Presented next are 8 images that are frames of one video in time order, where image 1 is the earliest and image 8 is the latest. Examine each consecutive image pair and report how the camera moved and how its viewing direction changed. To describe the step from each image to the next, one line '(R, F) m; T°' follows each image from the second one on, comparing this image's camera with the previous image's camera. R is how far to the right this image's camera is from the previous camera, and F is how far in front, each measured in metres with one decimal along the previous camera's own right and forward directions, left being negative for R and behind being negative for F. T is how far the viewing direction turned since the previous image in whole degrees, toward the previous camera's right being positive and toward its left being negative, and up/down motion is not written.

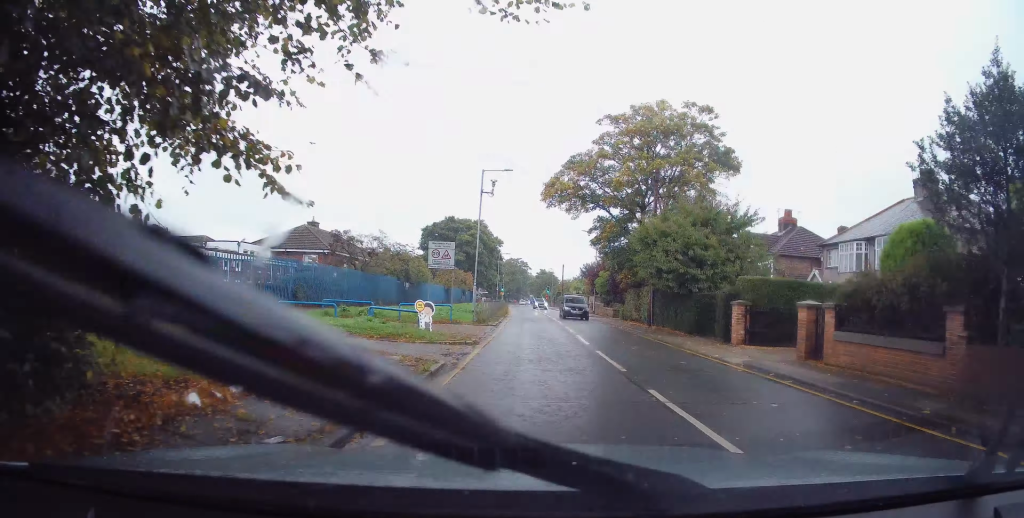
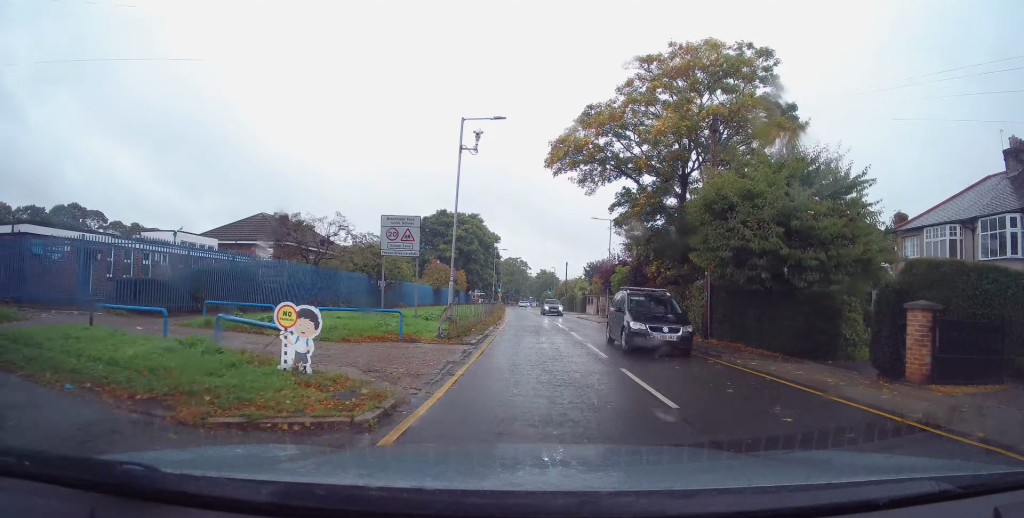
(0.0, +9.1) m; +2°
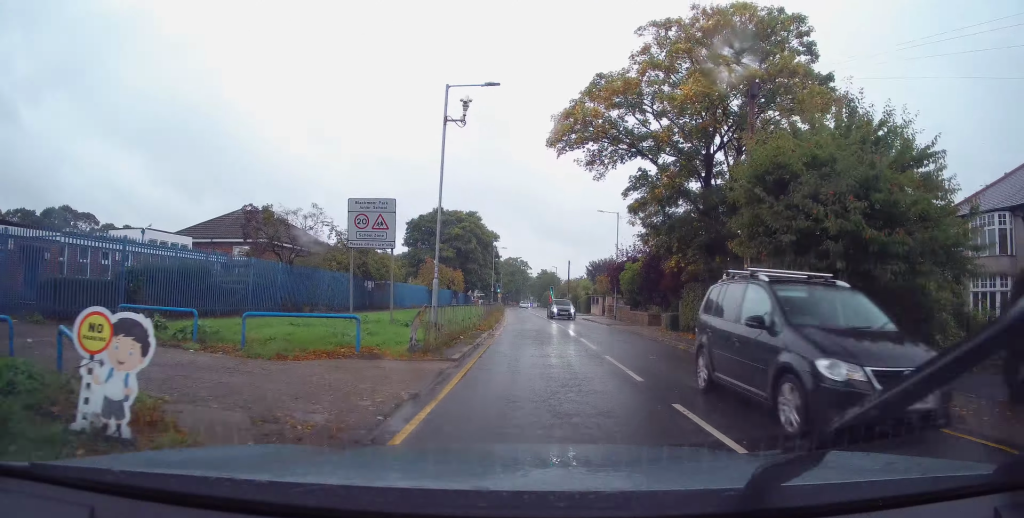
(0.0, +3.6) m; +1°
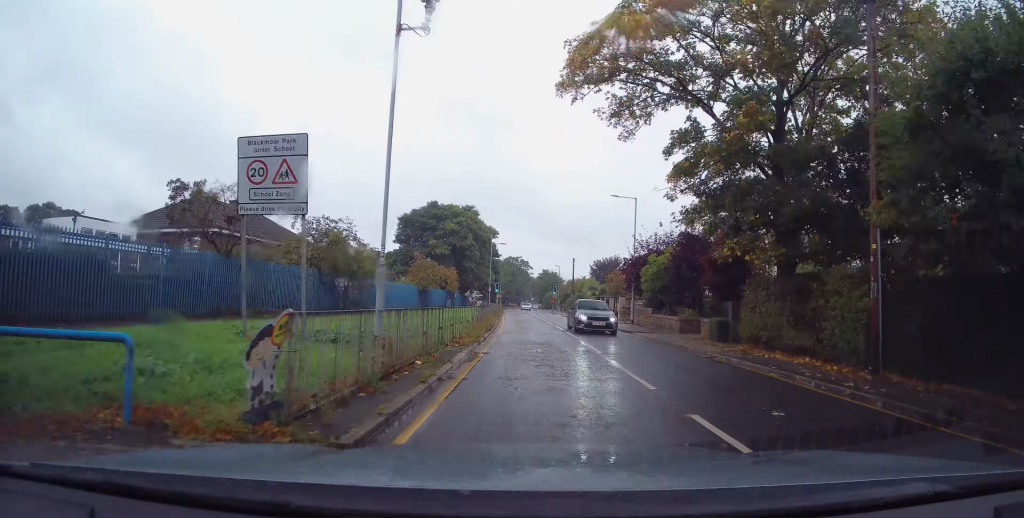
(+0.1, +6.3) m; -2°
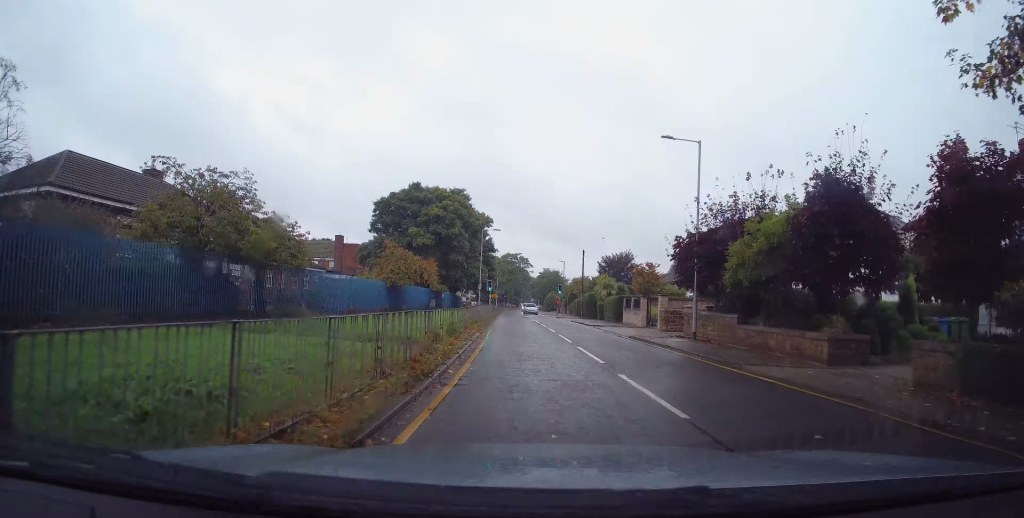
(-0.6, +12.7) m; -1°
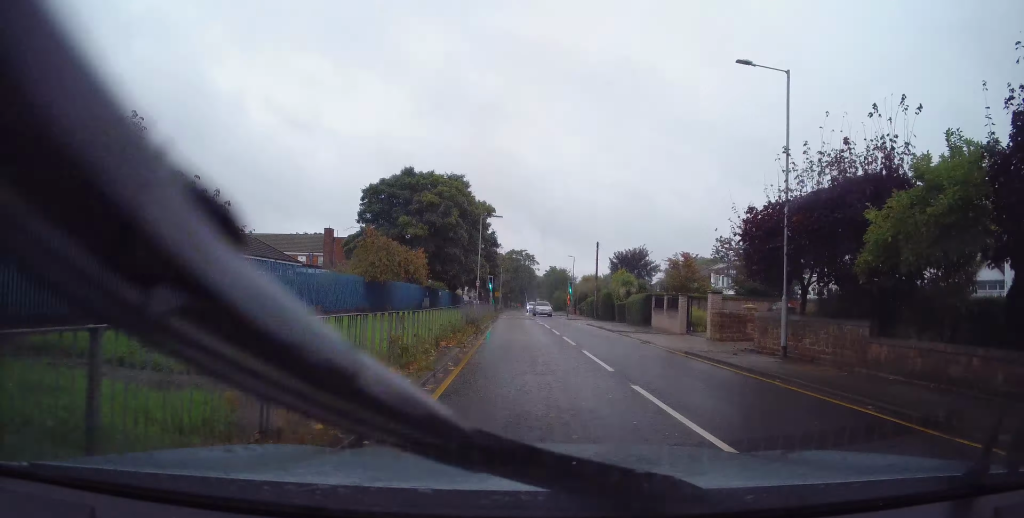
(+0.3, +7.5) m; +3°
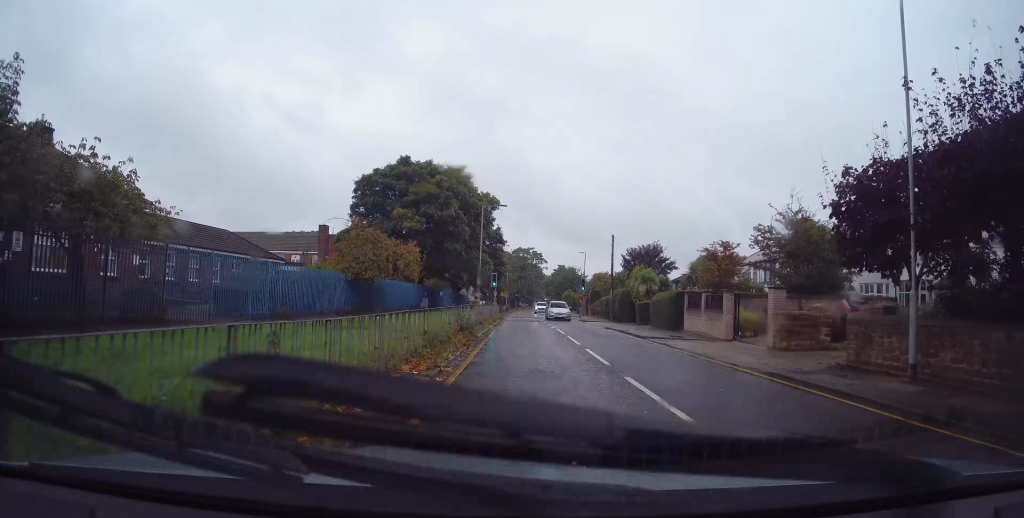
(+0.1, +5.2) m; -2°
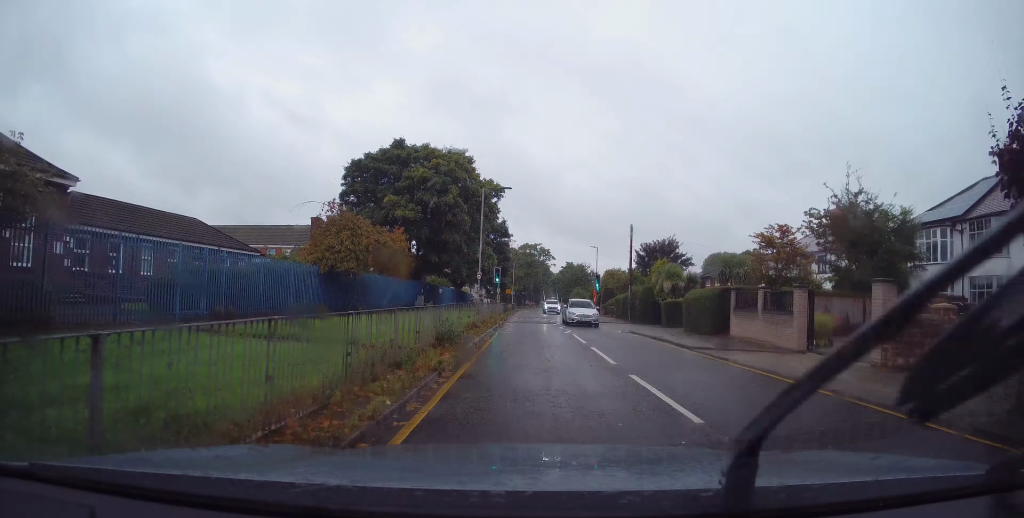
(-0.2, +5.5) m; -2°
